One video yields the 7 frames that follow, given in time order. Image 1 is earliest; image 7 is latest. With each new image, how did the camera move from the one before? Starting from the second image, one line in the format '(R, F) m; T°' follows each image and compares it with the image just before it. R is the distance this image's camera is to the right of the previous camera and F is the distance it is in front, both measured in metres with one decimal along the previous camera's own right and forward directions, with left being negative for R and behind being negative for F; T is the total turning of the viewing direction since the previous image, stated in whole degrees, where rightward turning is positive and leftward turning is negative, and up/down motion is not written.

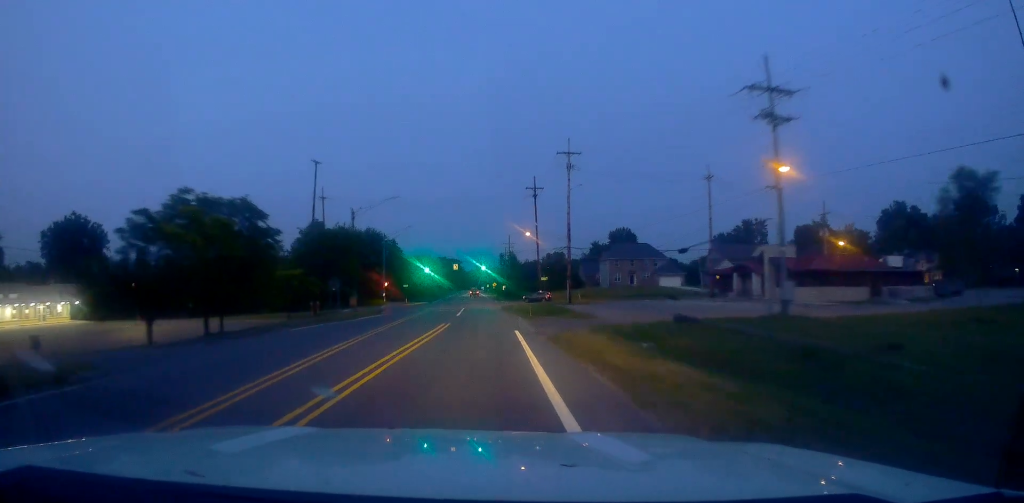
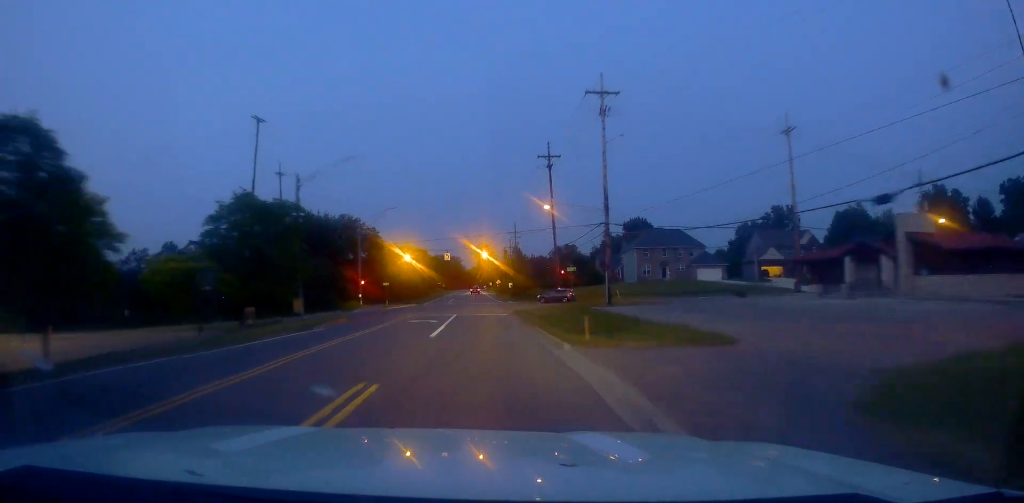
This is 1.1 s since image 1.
(+0.2, +21.6) m; -2°
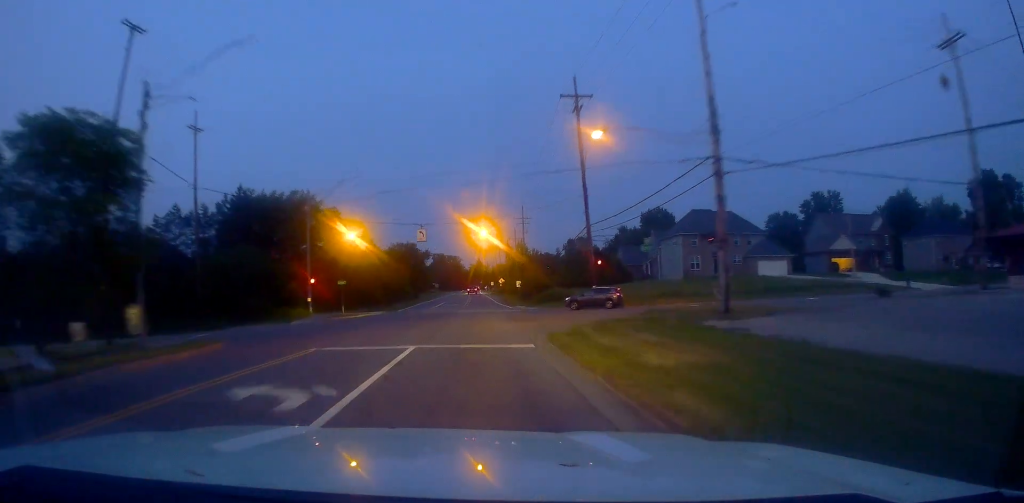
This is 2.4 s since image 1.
(-0.7, +24.1) m; 0°
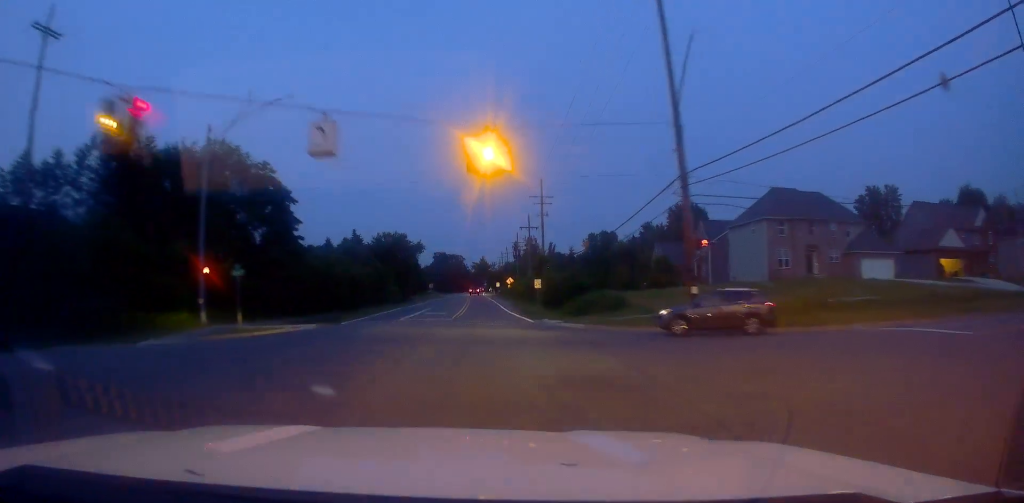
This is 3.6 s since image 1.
(+0.8, +23.7) m; +2°
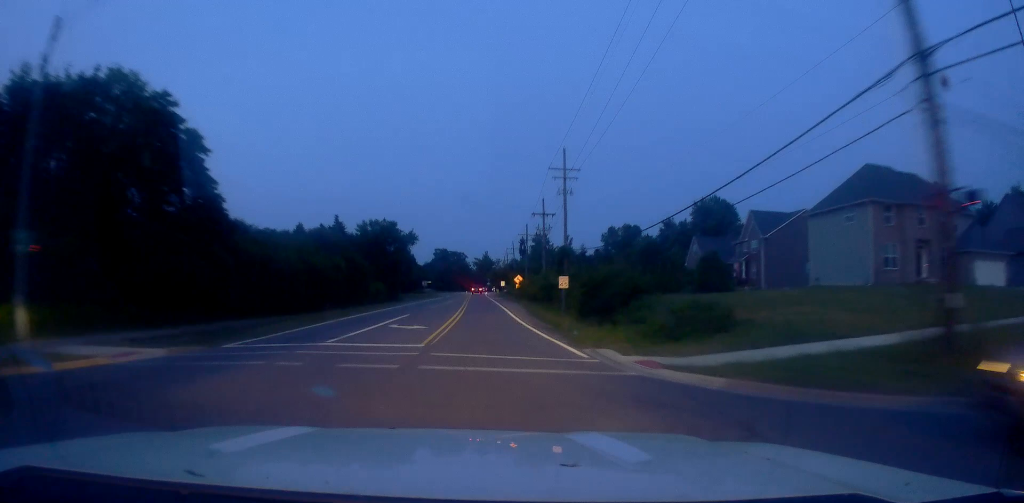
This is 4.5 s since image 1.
(-0.1, +16.9) m; -1°
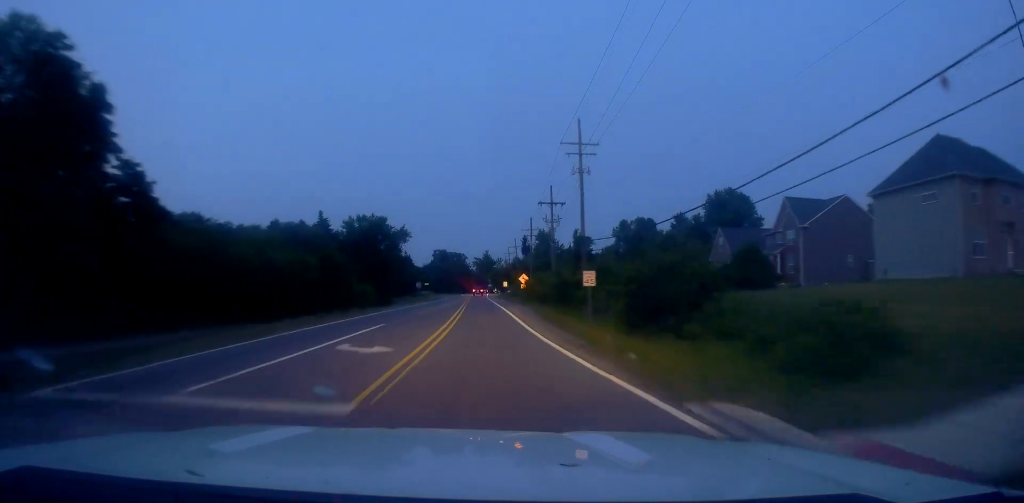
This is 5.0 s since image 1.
(-0.1, +9.8) m; -1°
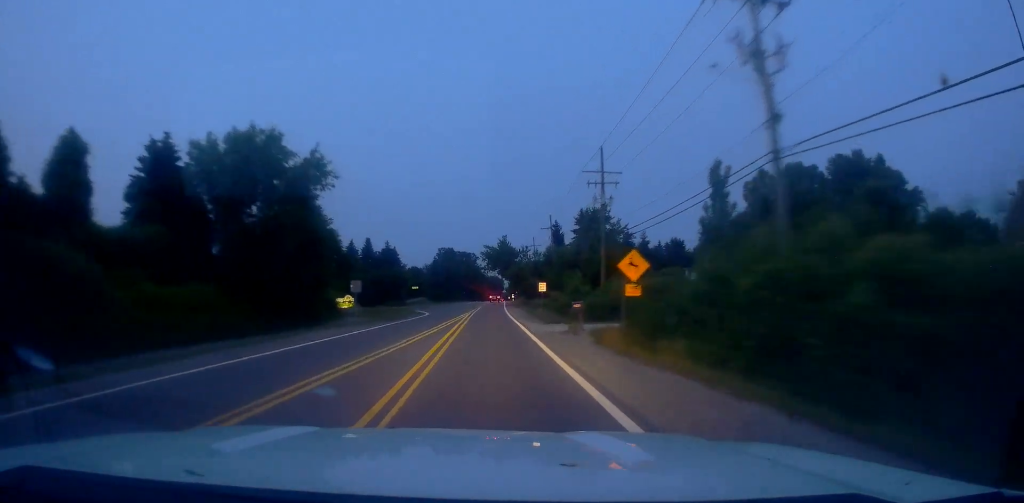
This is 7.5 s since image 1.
(+0.3, +49.5) m; 0°
